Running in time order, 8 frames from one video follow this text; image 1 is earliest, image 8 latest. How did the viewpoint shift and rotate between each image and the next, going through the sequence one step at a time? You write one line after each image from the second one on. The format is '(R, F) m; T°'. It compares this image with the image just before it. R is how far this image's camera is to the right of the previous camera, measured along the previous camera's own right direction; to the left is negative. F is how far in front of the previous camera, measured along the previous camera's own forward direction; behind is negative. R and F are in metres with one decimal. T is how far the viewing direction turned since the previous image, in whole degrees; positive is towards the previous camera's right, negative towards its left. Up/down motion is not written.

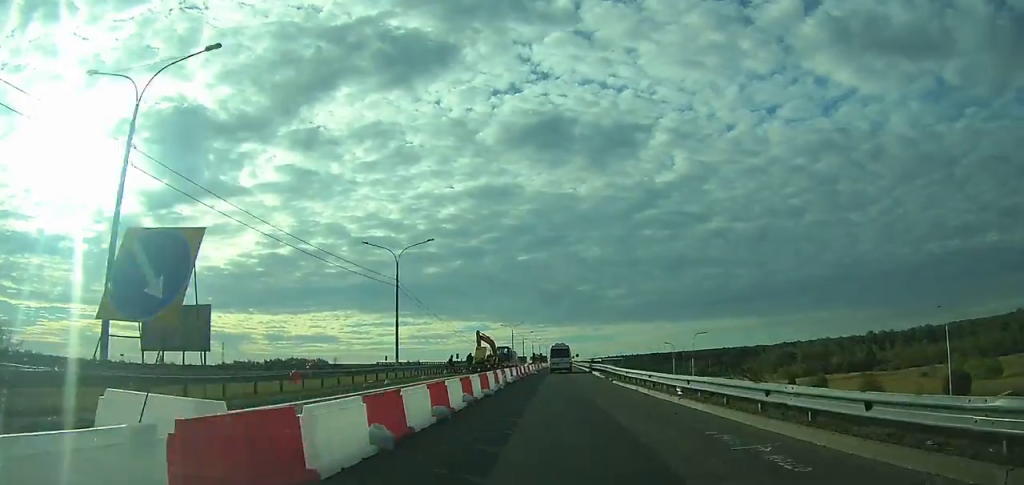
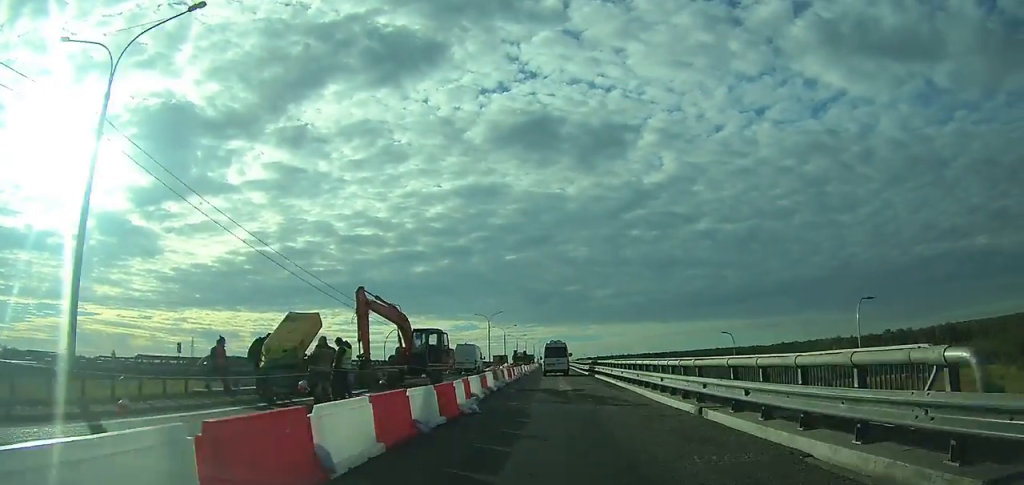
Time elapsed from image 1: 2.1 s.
(+0.2, +36.8) m; +1°
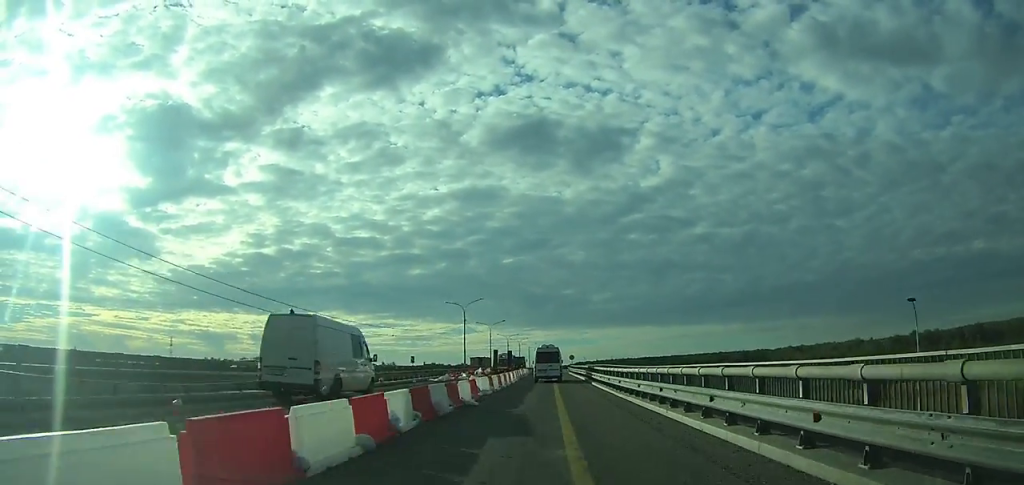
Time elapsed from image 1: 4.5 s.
(+0.4, +35.1) m; +1°
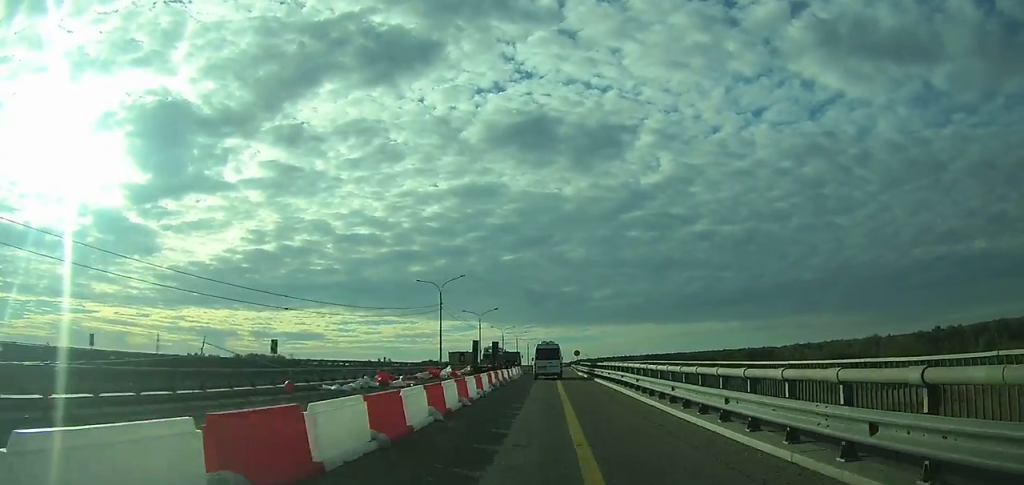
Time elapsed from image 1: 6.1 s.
(+0.1, +22.2) m; 0°
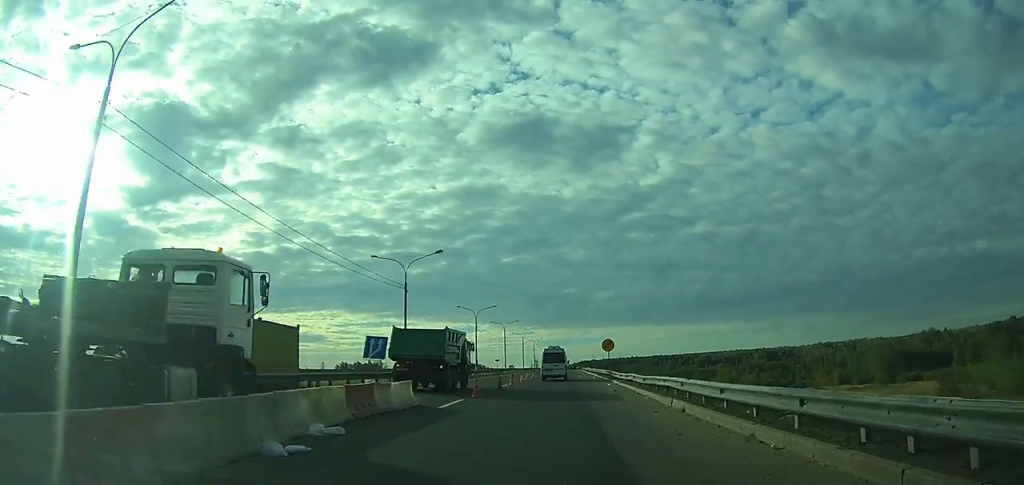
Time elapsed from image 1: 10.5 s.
(-0.1, +57.2) m; 0°
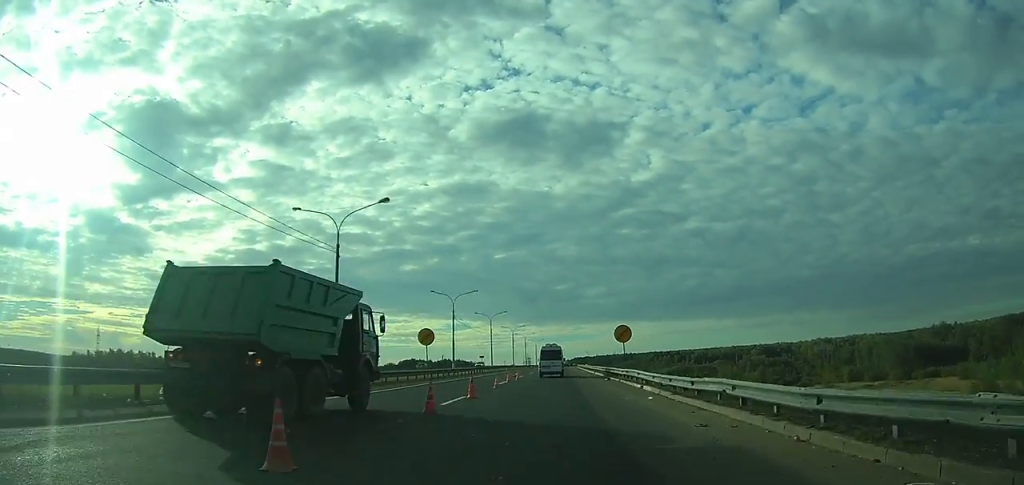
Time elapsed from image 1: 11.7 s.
(0.0, +16.4) m; 0°
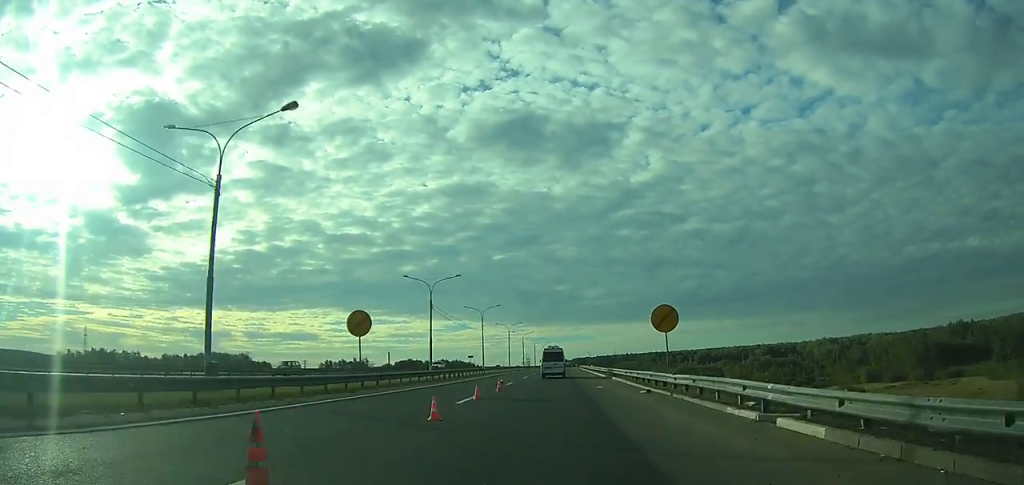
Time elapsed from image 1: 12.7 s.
(-0.1, +15.1) m; 0°
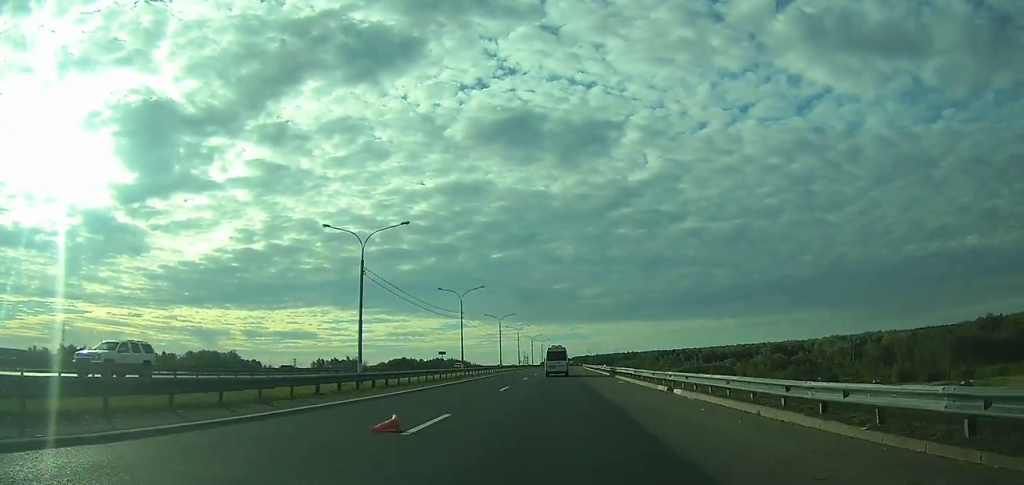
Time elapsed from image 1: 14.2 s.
(0.0, +23.7) m; 0°
